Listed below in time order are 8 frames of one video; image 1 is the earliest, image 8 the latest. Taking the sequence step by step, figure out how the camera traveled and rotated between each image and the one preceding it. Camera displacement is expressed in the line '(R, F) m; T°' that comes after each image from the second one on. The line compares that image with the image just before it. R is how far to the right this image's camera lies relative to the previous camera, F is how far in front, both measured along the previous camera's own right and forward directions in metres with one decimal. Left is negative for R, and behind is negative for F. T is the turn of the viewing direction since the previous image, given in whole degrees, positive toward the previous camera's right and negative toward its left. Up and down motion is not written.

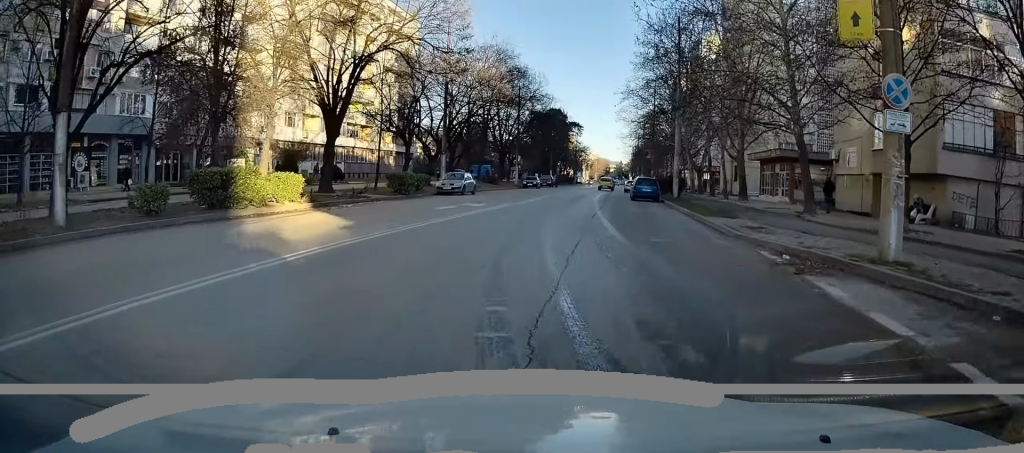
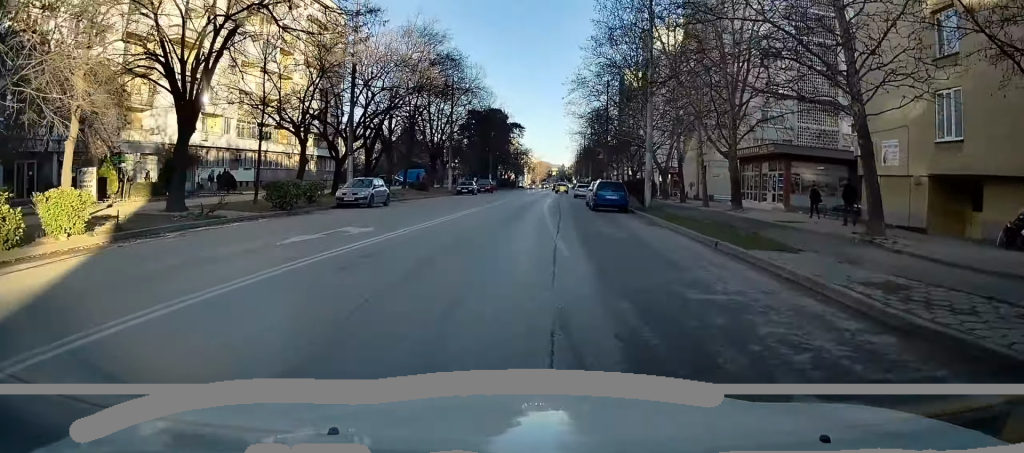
(+0.4, +10.0) m; +2°
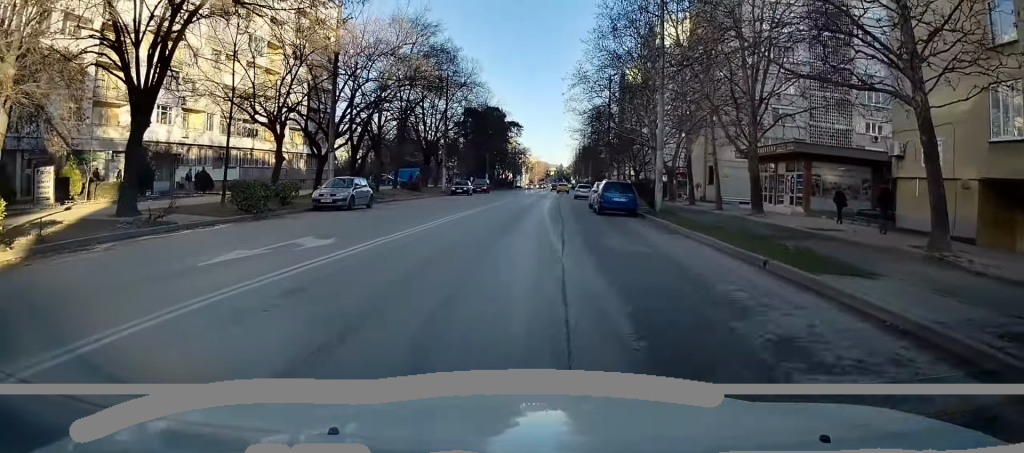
(+0.1, +2.9) m; -1°
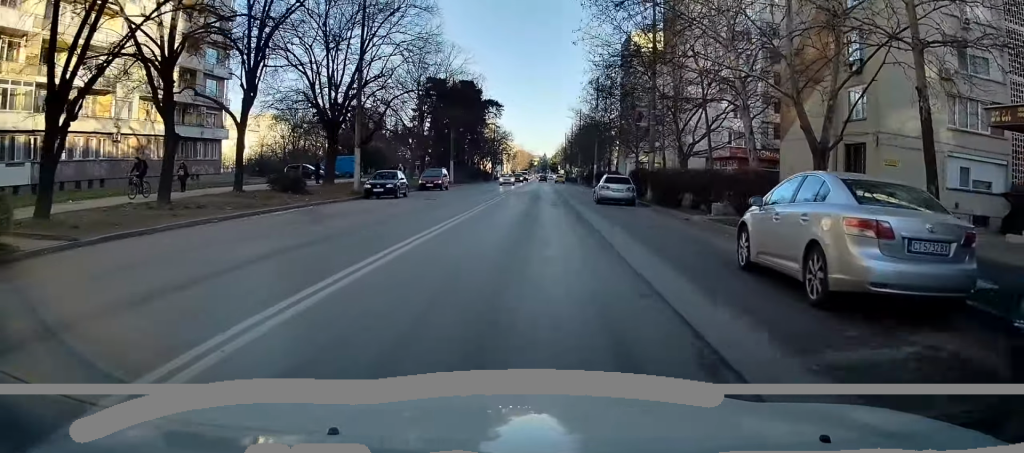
(+1.0, +24.7) m; +5°
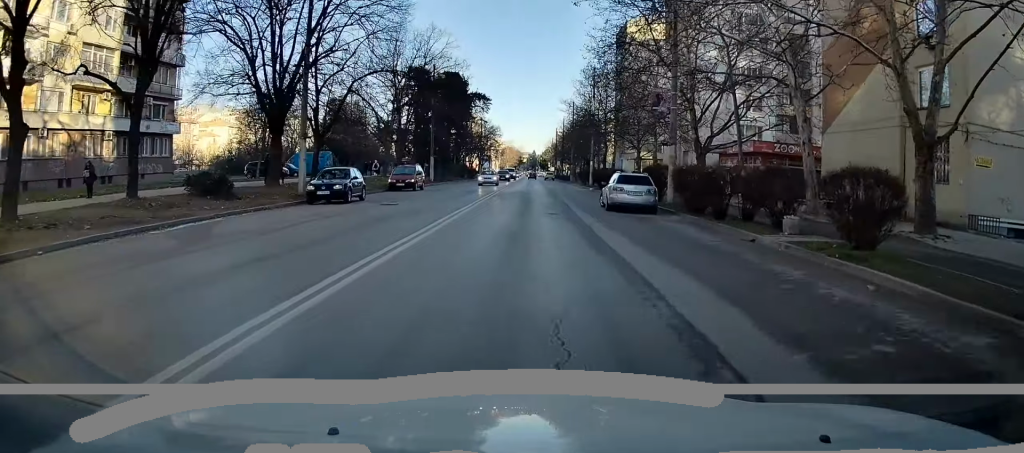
(0.0, +7.4) m; 0°
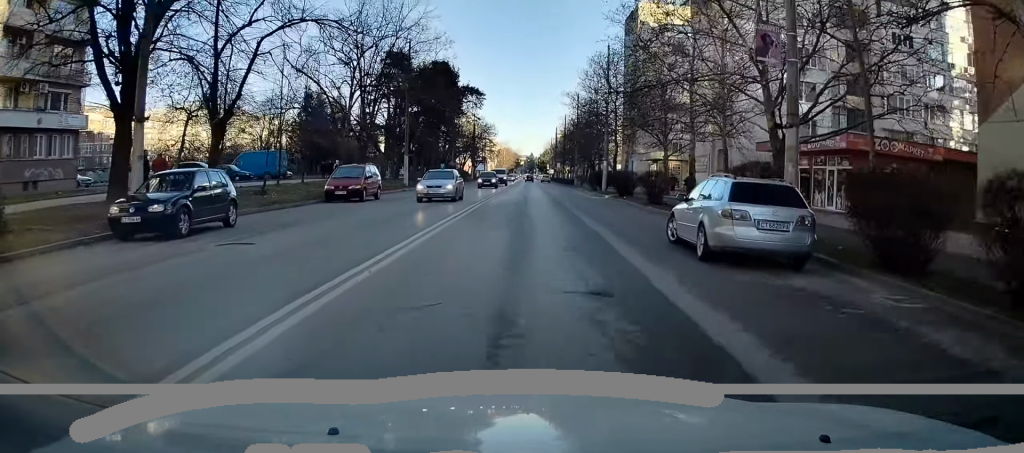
(0.0, +13.5) m; +3°
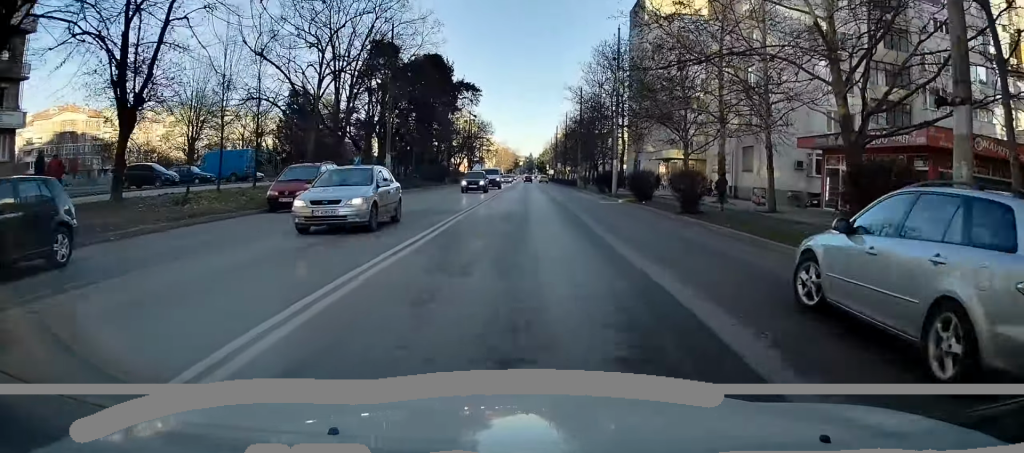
(-0.1, +6.5) m; +2°
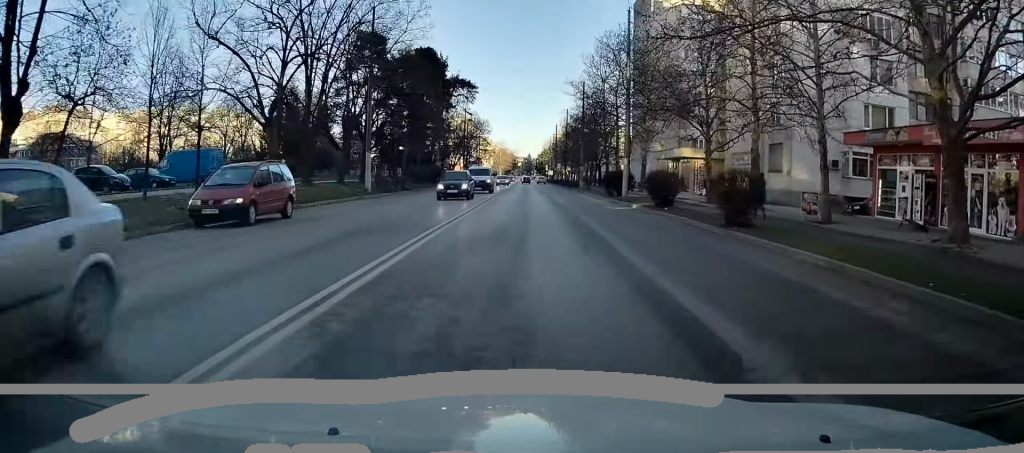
(+0.4, +5.3) m; +1°
